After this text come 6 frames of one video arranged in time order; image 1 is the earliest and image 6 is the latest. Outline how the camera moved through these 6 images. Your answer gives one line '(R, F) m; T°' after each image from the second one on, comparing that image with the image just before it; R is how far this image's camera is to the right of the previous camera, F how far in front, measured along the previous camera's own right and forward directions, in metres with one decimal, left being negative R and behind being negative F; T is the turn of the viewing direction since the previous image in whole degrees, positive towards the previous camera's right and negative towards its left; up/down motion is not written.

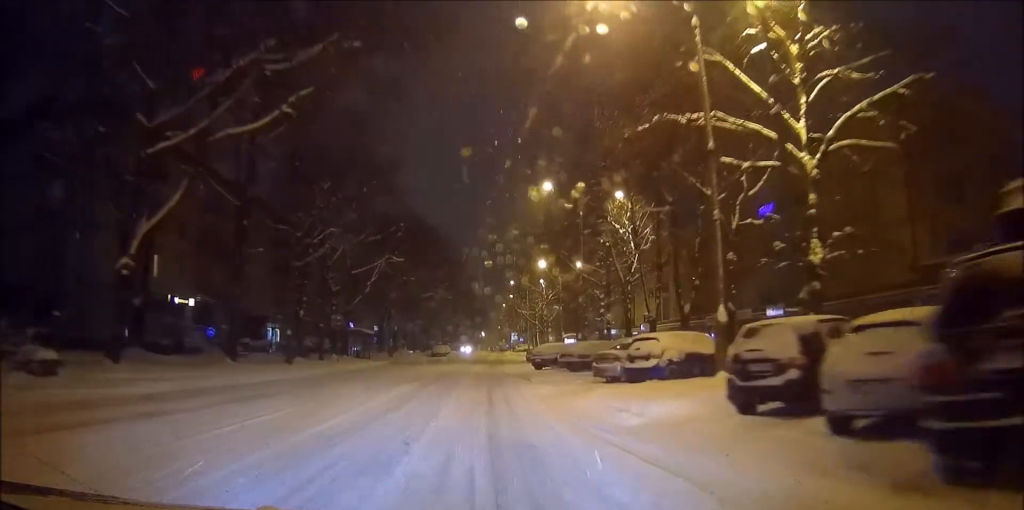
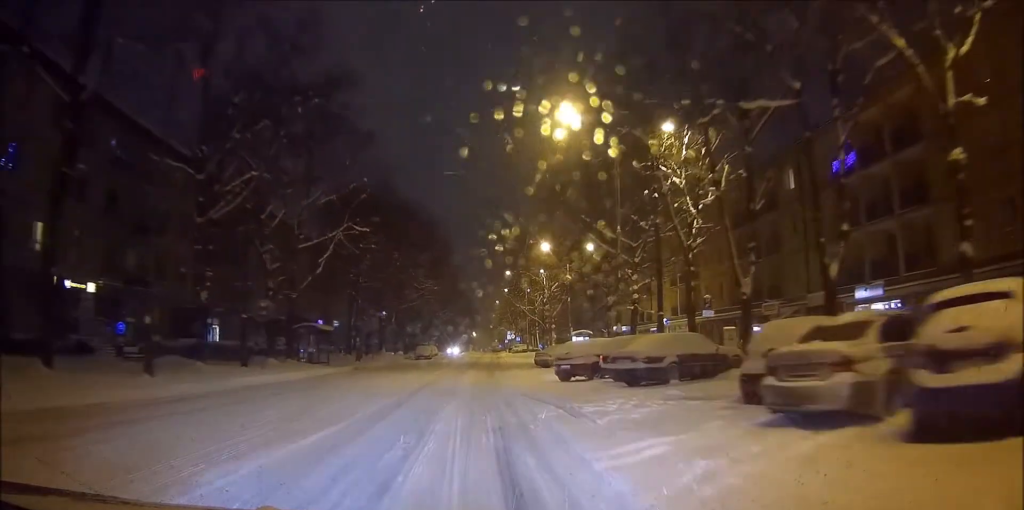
(0.0, +13.9) m; 0°
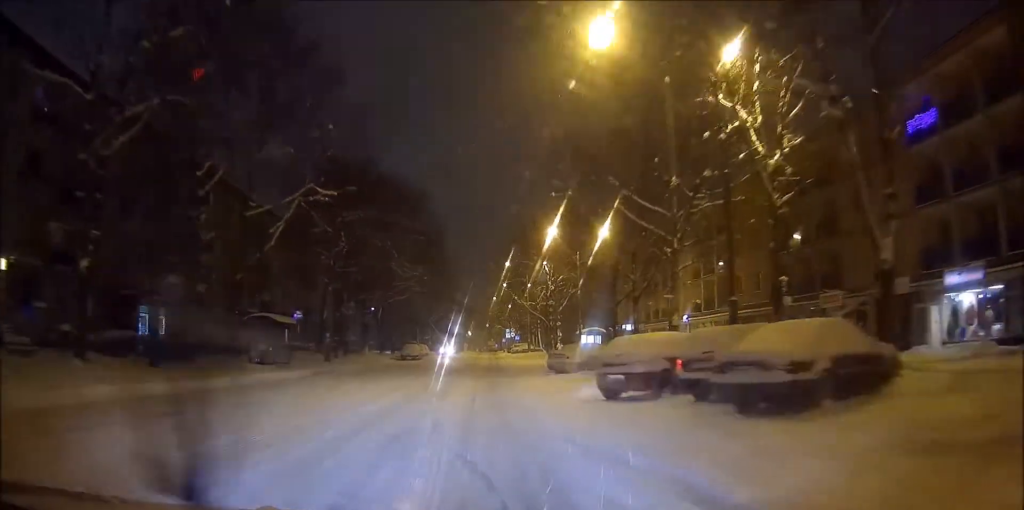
(0.0, +8.7) m; +1°
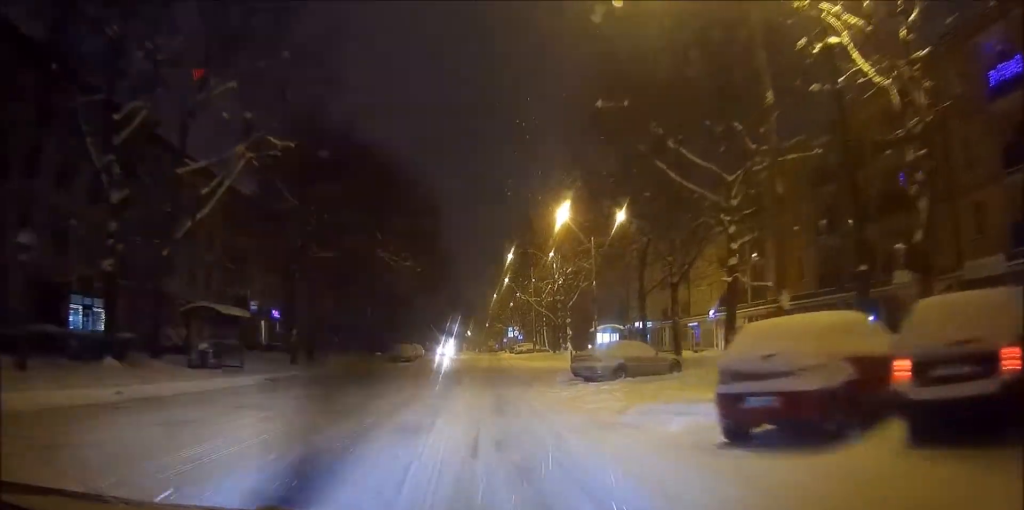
(0.0, +7.3) m; +1°
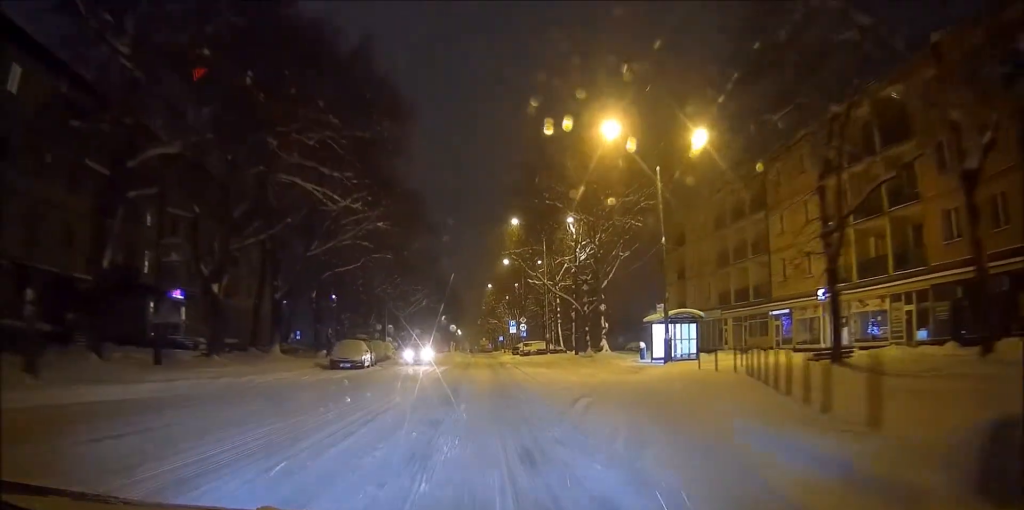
(+0.3, +18.7) m; +1°
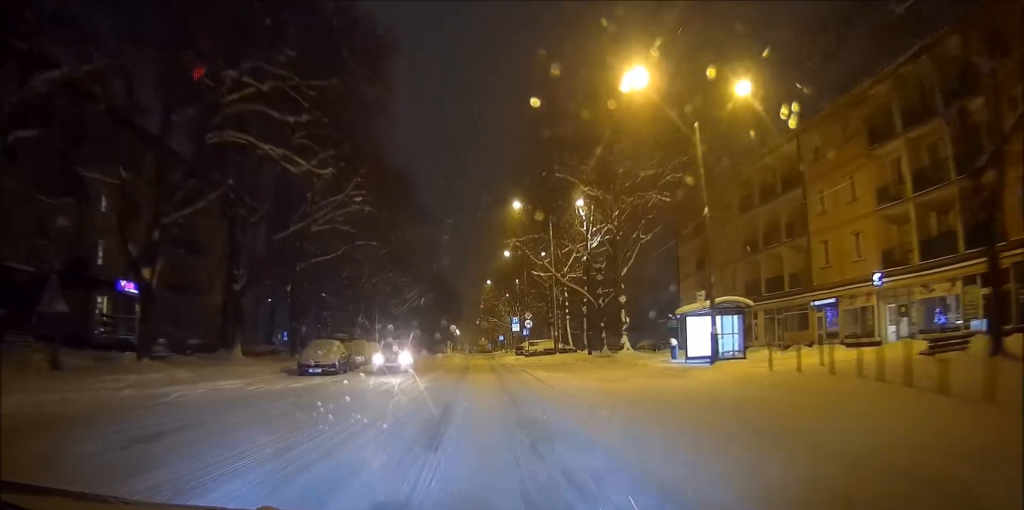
(0.0, +5.6) m; 0°
